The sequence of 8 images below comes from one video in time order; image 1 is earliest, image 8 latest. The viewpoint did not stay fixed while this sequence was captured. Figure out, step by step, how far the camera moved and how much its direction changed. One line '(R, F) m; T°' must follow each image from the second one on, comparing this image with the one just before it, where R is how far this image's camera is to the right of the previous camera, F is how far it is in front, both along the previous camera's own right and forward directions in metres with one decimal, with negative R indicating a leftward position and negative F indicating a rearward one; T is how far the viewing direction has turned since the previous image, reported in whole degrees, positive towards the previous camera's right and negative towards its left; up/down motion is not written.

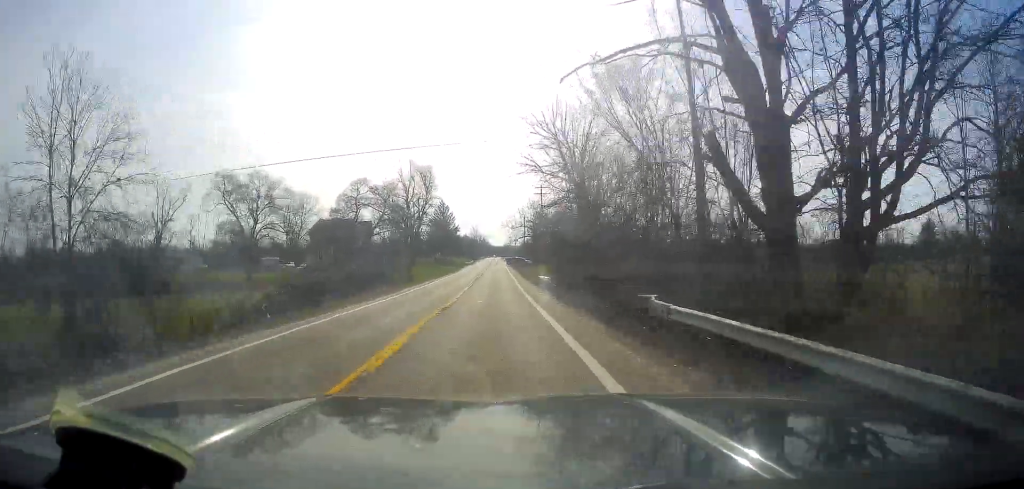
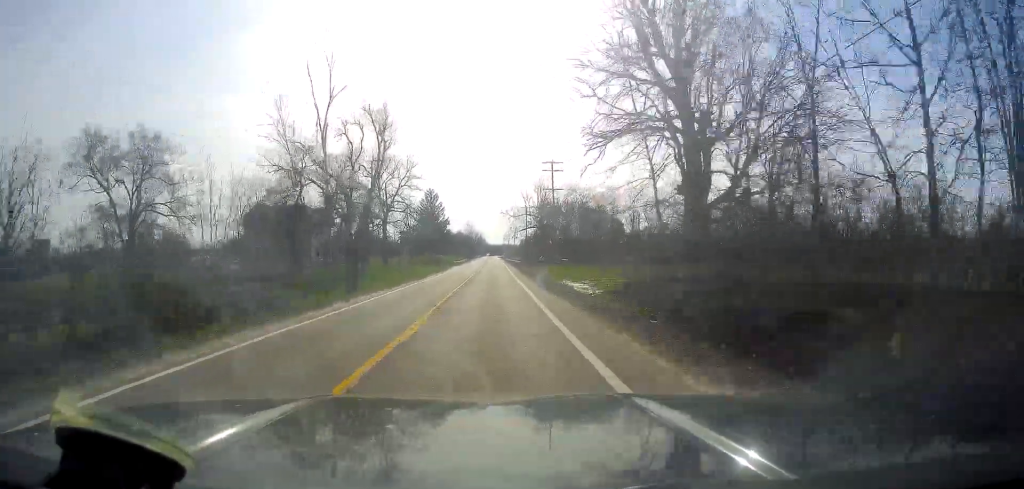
(-0.5, +27.0) m; -1°
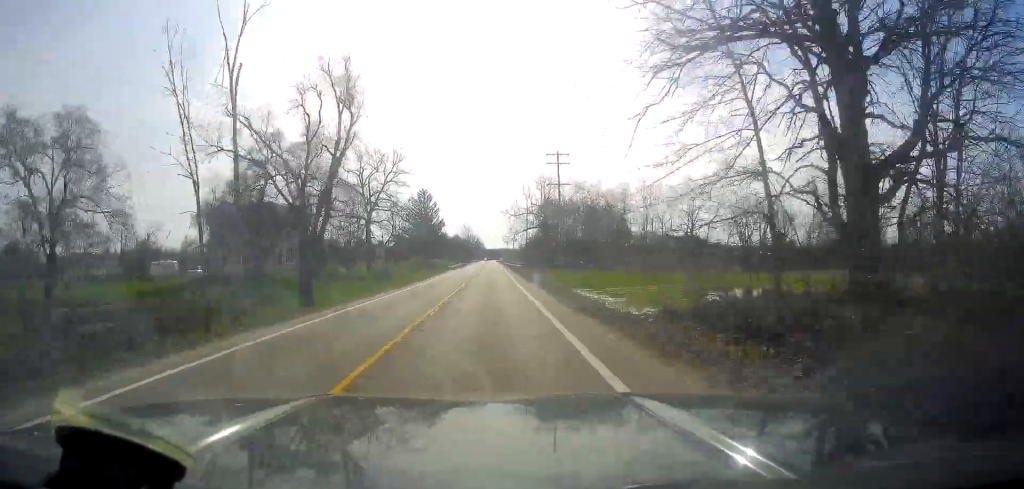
(0.0, +10.6) m; 0°
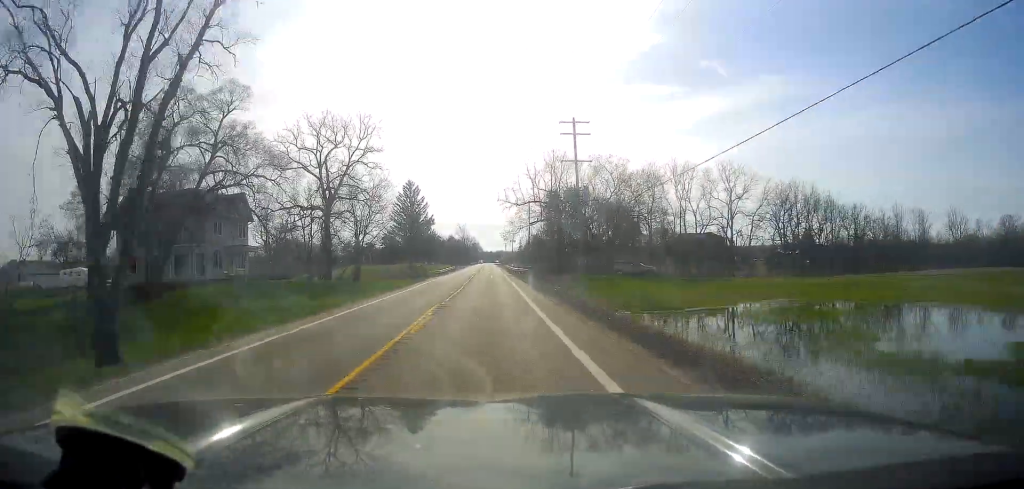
(0.0, +18.9) m; +1°
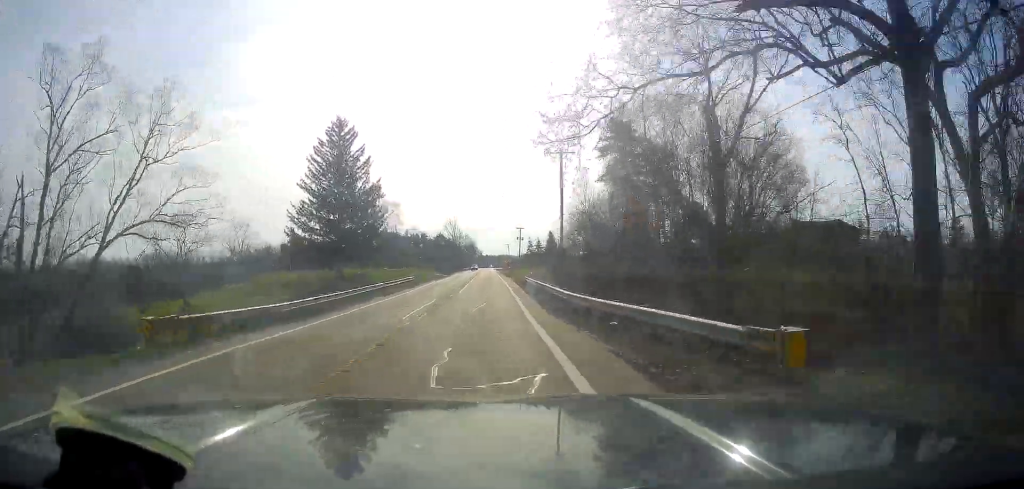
(+0.8, +57.7) m; 0°
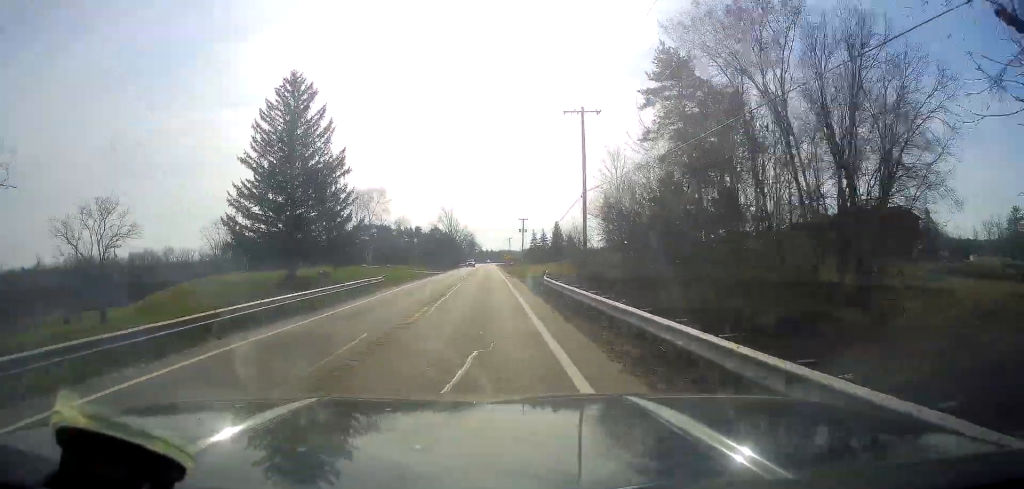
(-0.1, +15.9) m; 0°
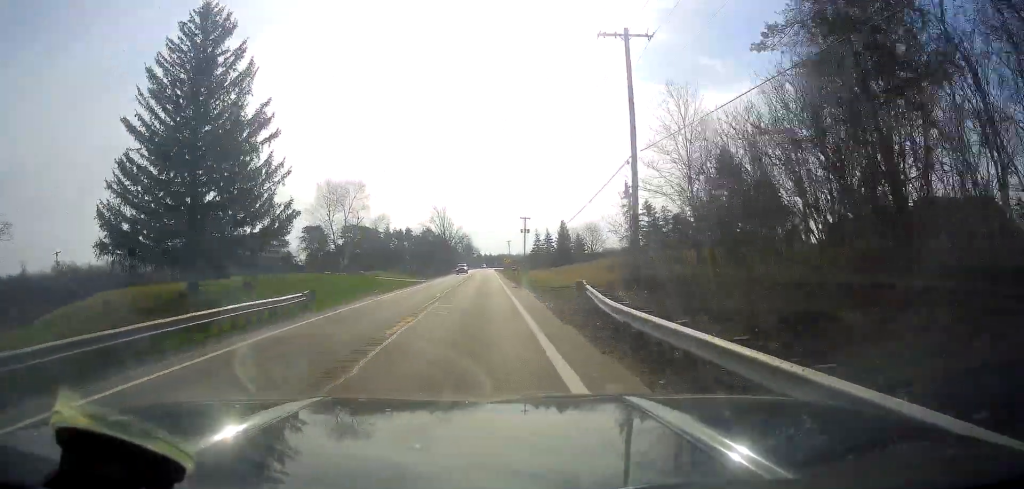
(0.0, +17.5) m; 0°
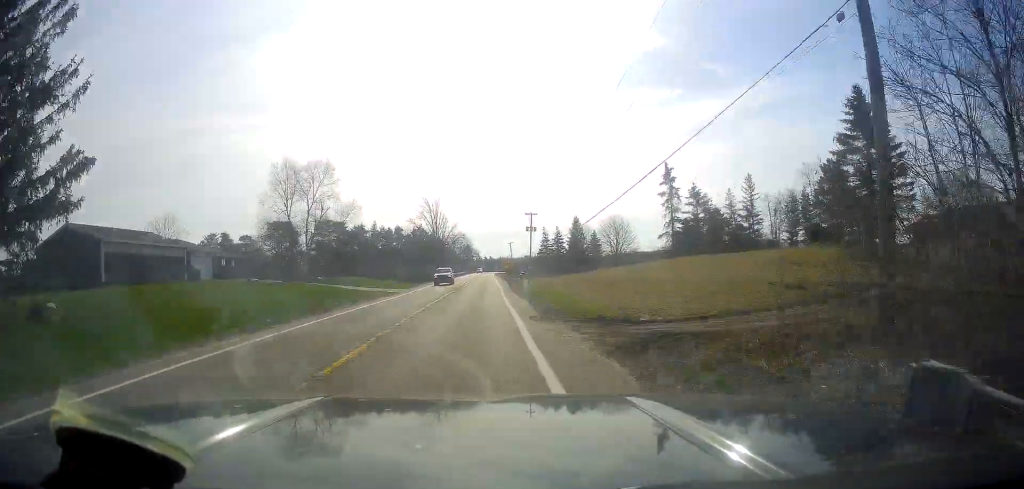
(0.0, +19.9) m; +1°
